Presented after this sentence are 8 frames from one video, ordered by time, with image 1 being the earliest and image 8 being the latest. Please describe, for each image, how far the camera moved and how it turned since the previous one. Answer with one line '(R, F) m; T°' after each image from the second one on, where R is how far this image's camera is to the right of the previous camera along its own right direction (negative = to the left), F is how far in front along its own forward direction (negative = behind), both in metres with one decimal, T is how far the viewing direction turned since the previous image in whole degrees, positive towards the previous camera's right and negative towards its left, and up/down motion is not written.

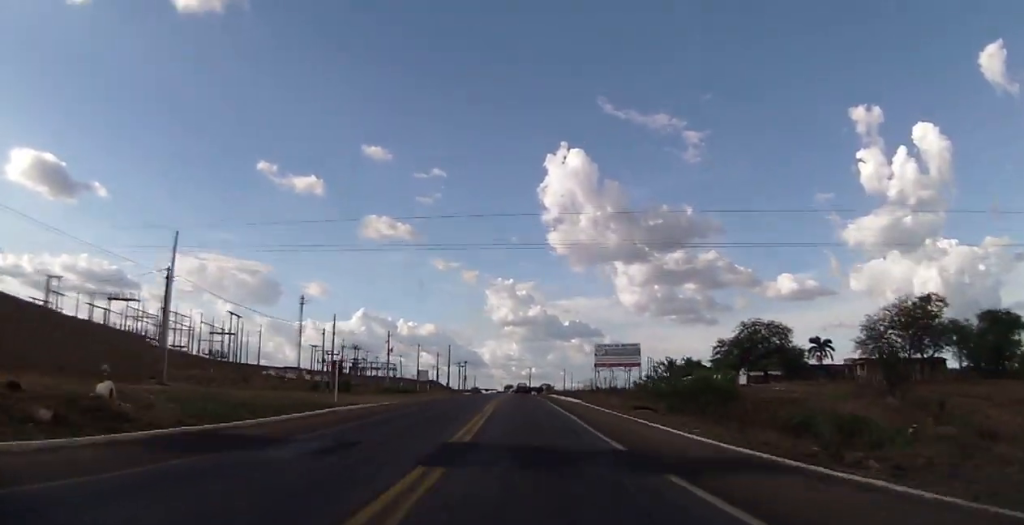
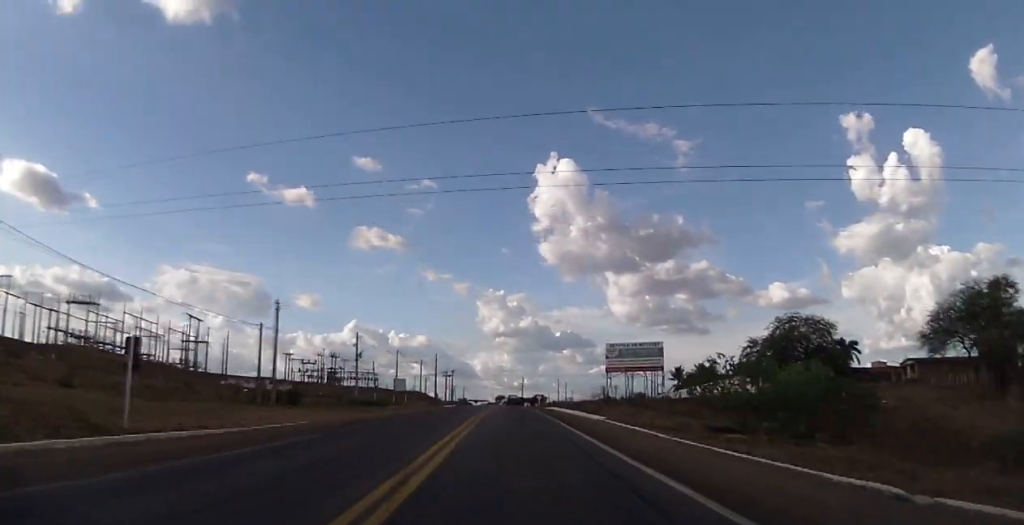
(0.0, +18.6) m; 0°
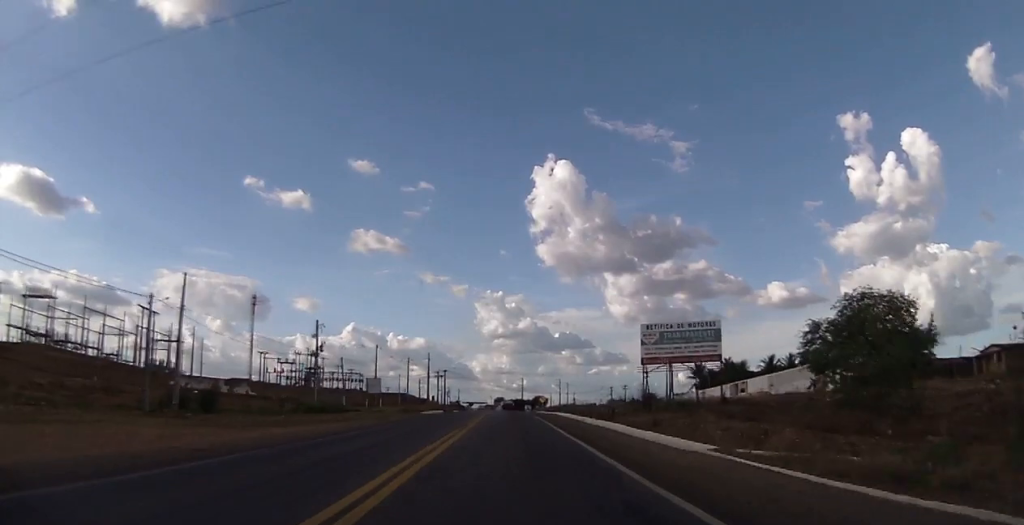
(+0.2, +20.8) m; 0°
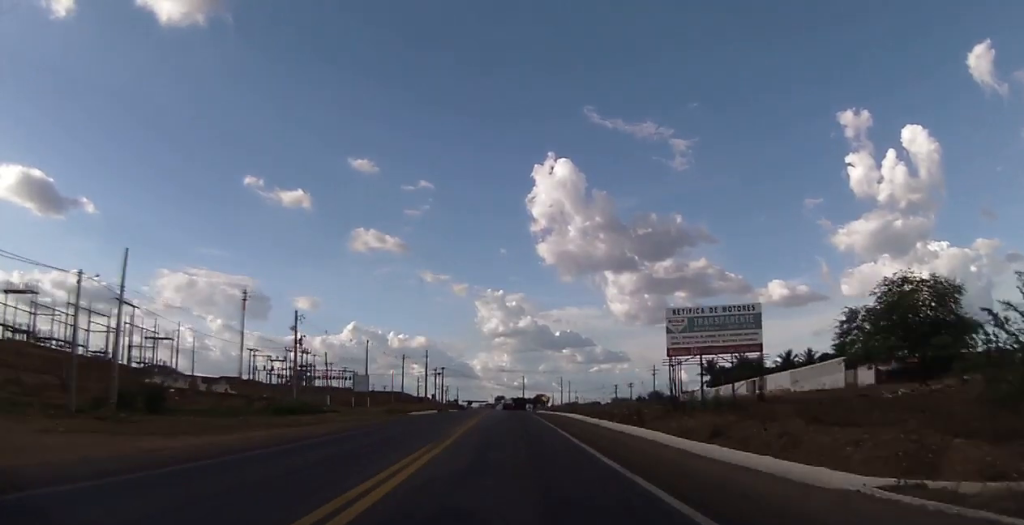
(+0.2, +8.6) m; 0°
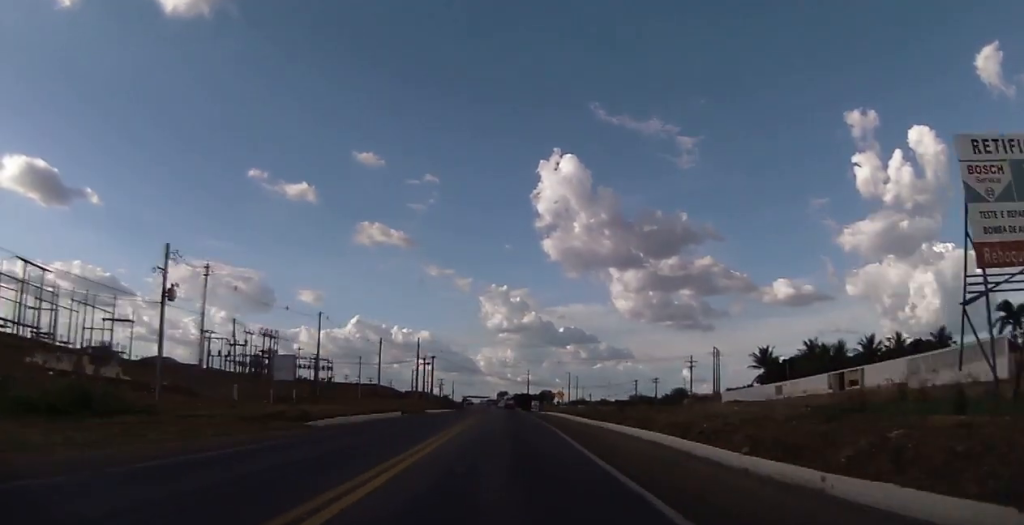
(-0.2, +30.4) m; 0°
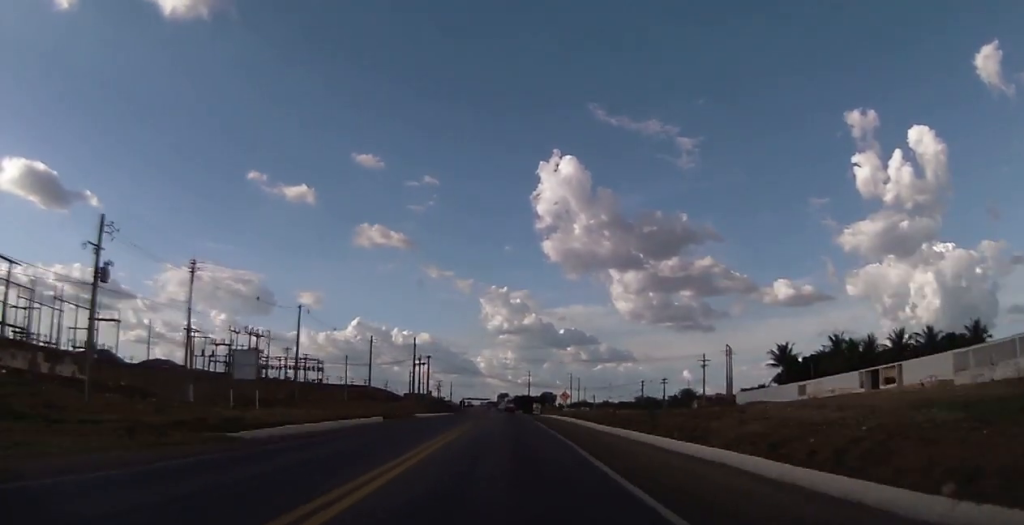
(+0.3, +8.3) m; 0°
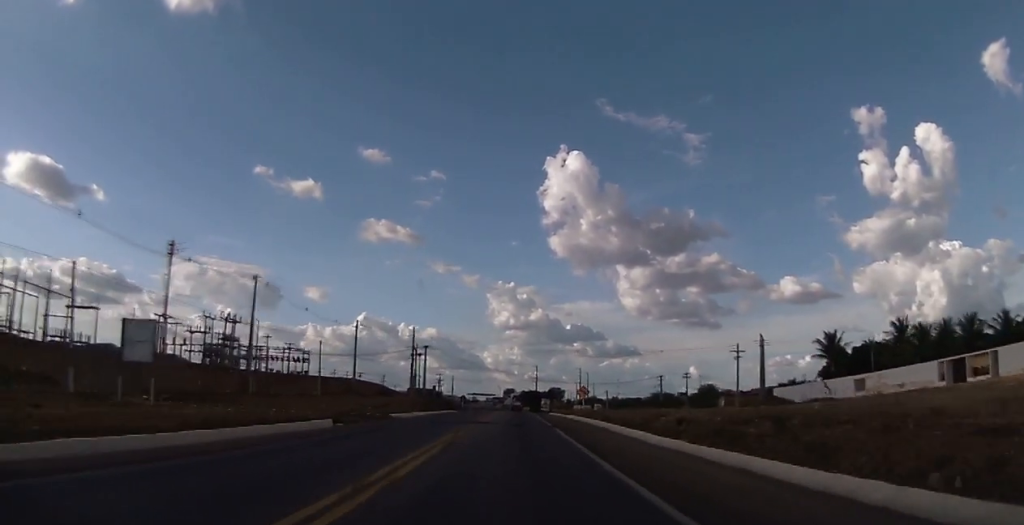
(-0.4, +15.2) m; 0°
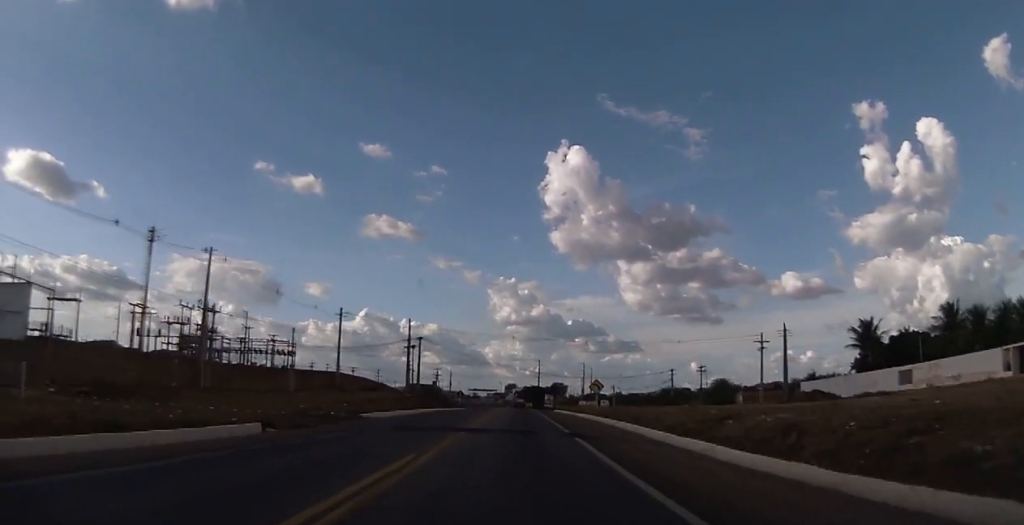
(0.0, +10.1) m; 0°
